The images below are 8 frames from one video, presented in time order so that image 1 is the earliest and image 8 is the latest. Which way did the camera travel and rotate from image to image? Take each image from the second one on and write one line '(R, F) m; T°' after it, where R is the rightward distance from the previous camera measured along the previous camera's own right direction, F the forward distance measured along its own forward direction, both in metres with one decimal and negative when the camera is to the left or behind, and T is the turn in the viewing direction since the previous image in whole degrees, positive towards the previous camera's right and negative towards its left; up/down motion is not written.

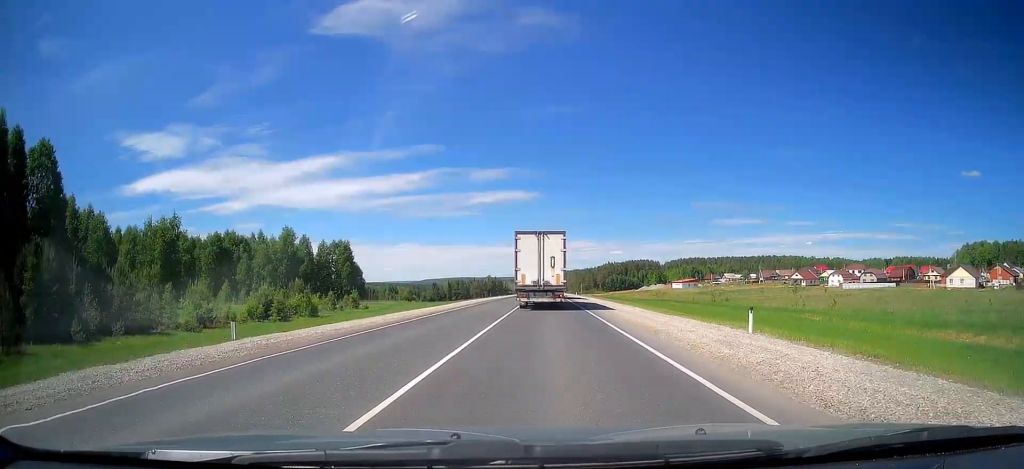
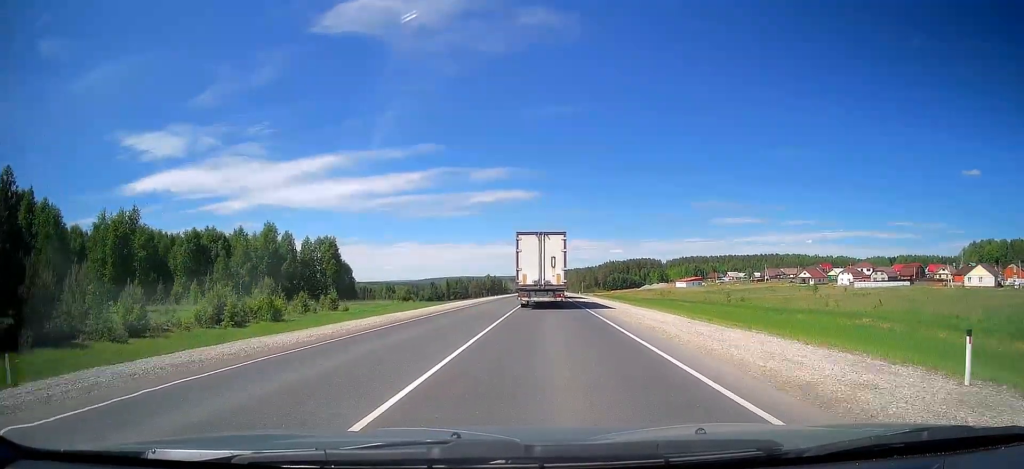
(0.0, +9.0) m; -1°
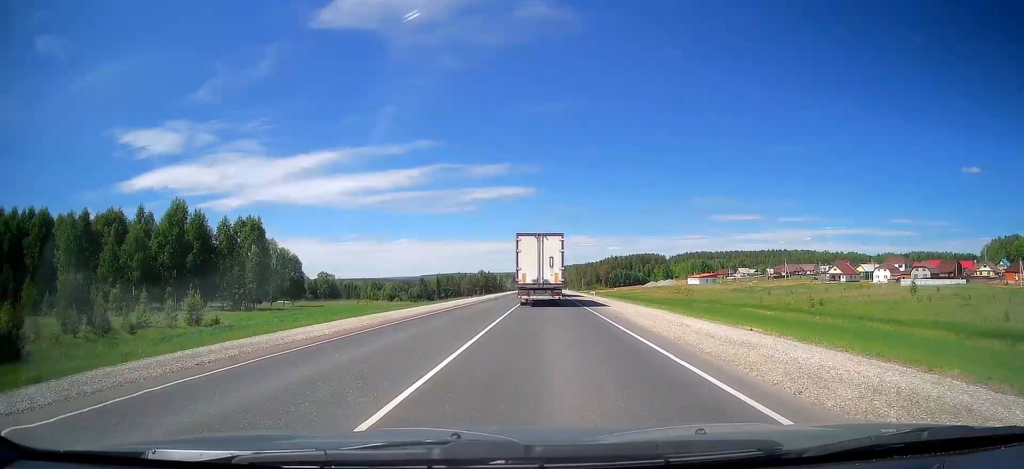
(-0.3, +32.6) m; +1°
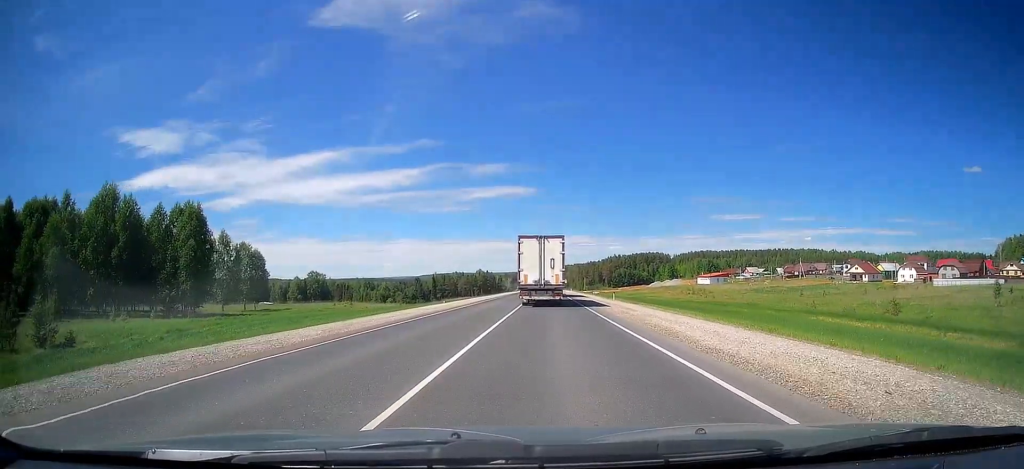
(+0.3, +18.0) m; +1°
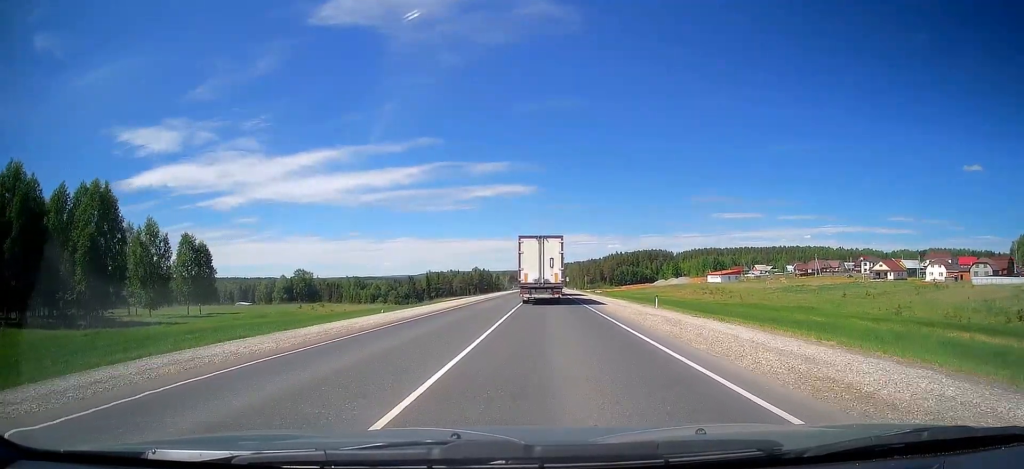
(0.0, +19.3) m; 0°
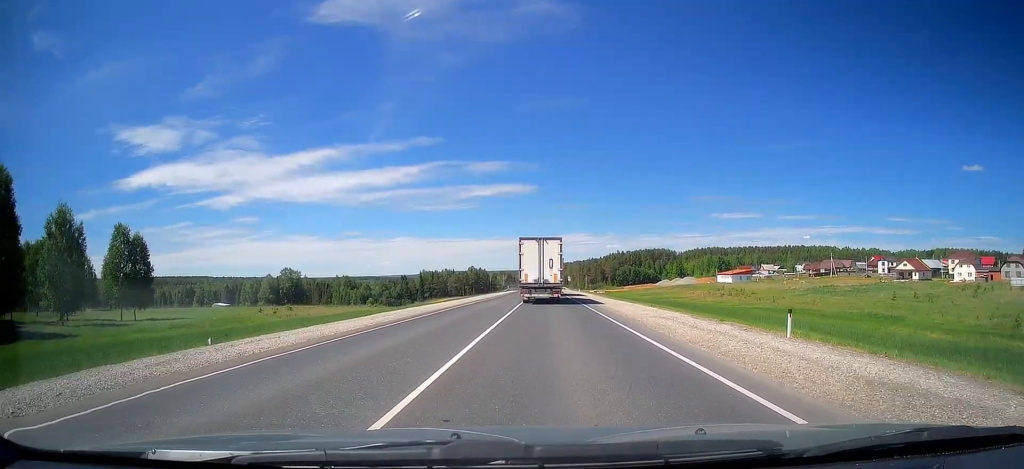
(0.0, +17.1) m; 0°
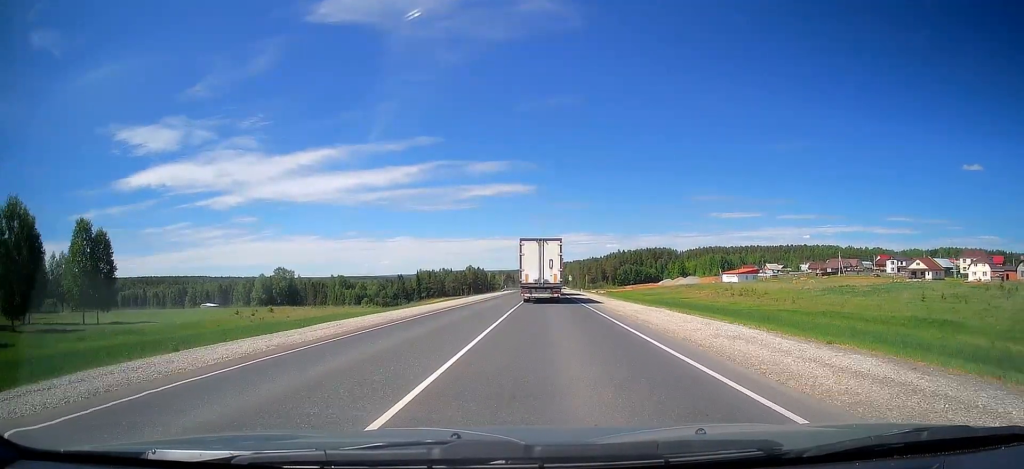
(0.0, +8.2) m; 0°
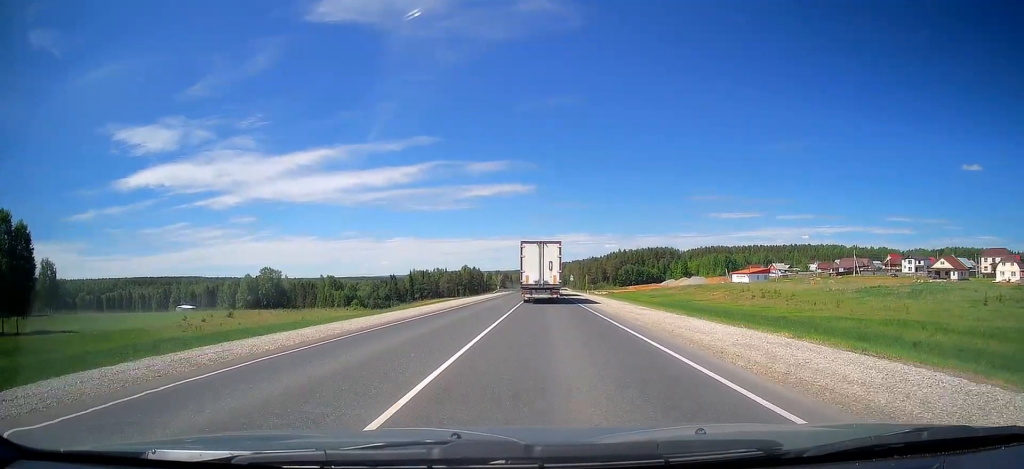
(0.0, +15.0) m; 0°
